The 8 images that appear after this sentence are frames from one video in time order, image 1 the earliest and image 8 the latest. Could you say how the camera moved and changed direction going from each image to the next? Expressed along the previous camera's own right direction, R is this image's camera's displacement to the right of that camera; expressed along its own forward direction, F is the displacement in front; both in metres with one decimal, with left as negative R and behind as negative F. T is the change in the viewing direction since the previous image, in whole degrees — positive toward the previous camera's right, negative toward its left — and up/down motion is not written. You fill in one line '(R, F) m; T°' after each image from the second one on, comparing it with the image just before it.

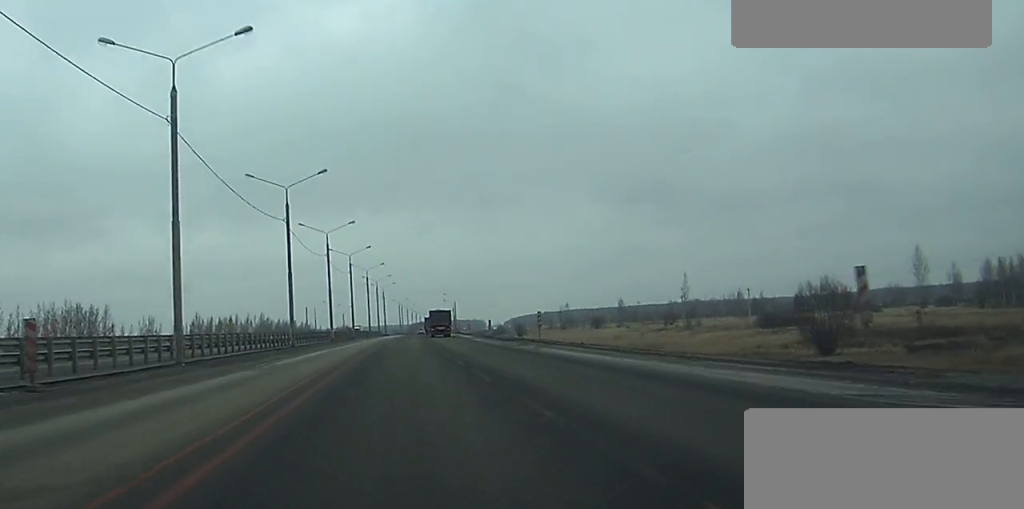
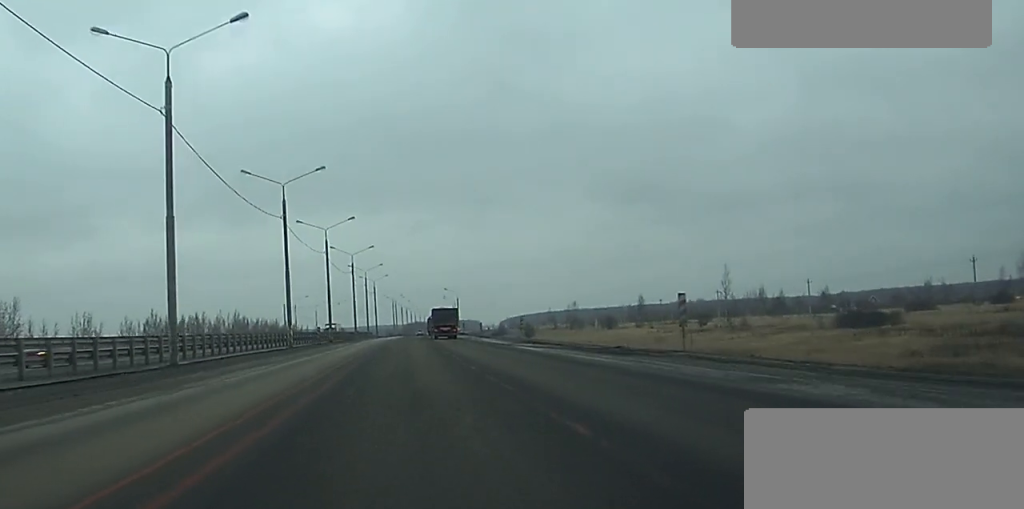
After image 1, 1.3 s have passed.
(+0.1, +34.6) m; 0°
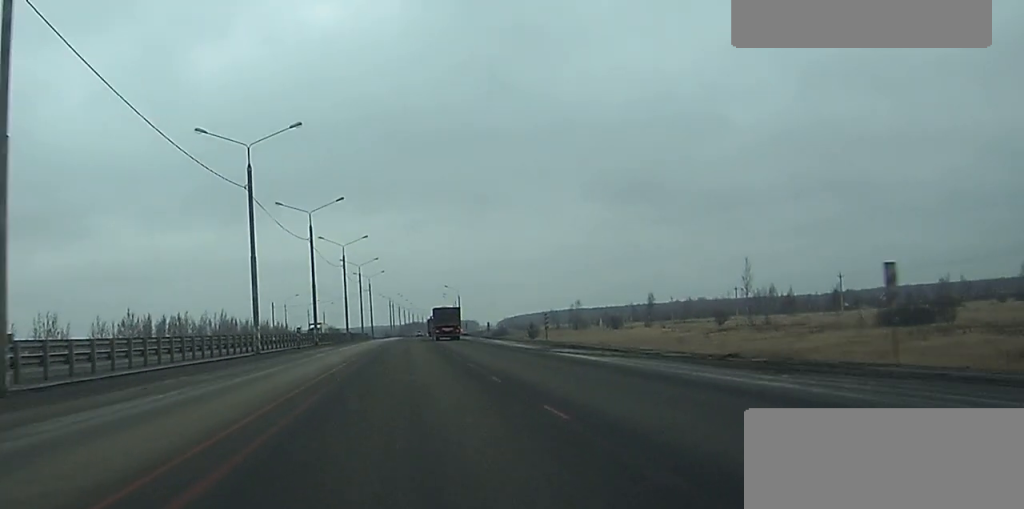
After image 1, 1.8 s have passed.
(0.0, +14.6) m; 0°
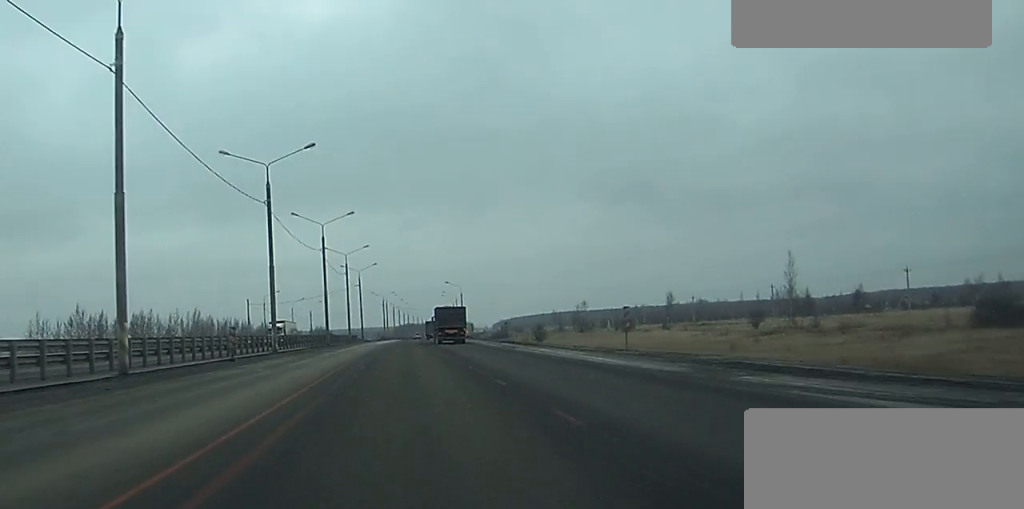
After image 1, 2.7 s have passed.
(+0.1, +24.5) m; 0°
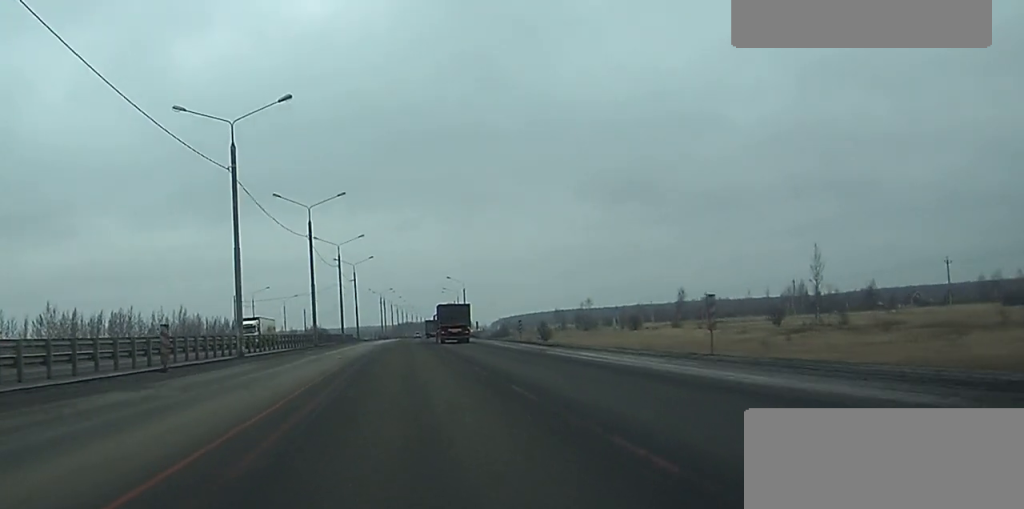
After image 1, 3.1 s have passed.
(0.0, +11.7) m; 0°
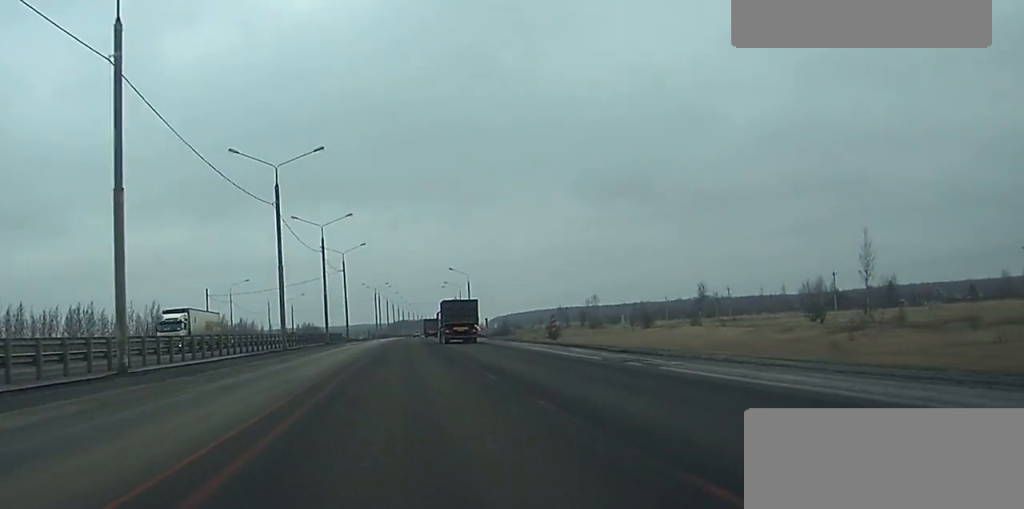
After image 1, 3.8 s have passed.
(0.0, +18.7) m; 0°
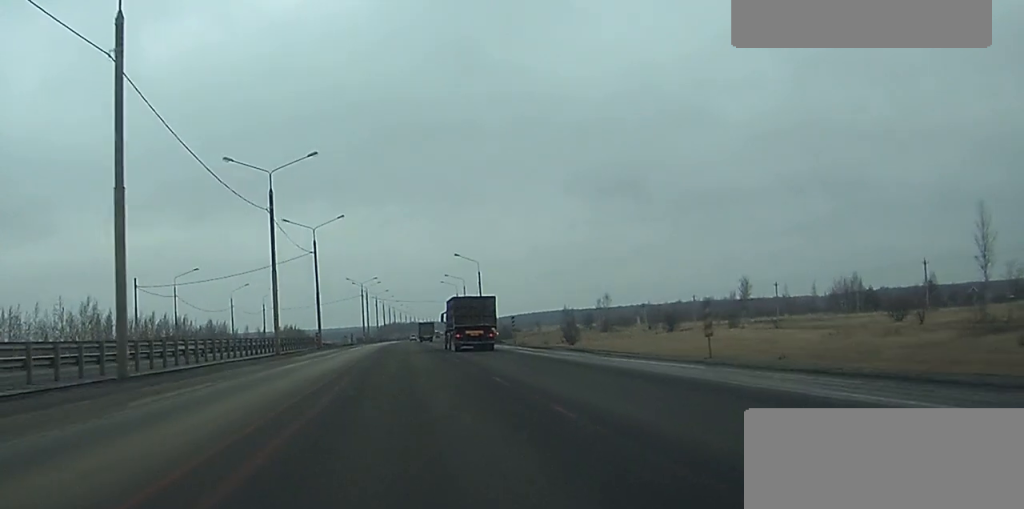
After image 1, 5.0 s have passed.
(+0.1, +30.9) m; +1°
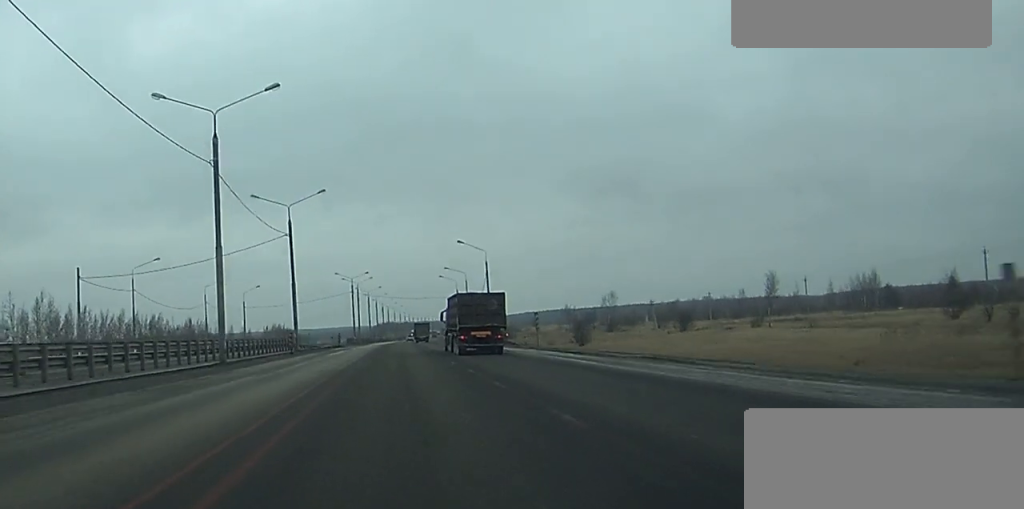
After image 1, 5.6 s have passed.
(0.0, +14.9) m; +1°
